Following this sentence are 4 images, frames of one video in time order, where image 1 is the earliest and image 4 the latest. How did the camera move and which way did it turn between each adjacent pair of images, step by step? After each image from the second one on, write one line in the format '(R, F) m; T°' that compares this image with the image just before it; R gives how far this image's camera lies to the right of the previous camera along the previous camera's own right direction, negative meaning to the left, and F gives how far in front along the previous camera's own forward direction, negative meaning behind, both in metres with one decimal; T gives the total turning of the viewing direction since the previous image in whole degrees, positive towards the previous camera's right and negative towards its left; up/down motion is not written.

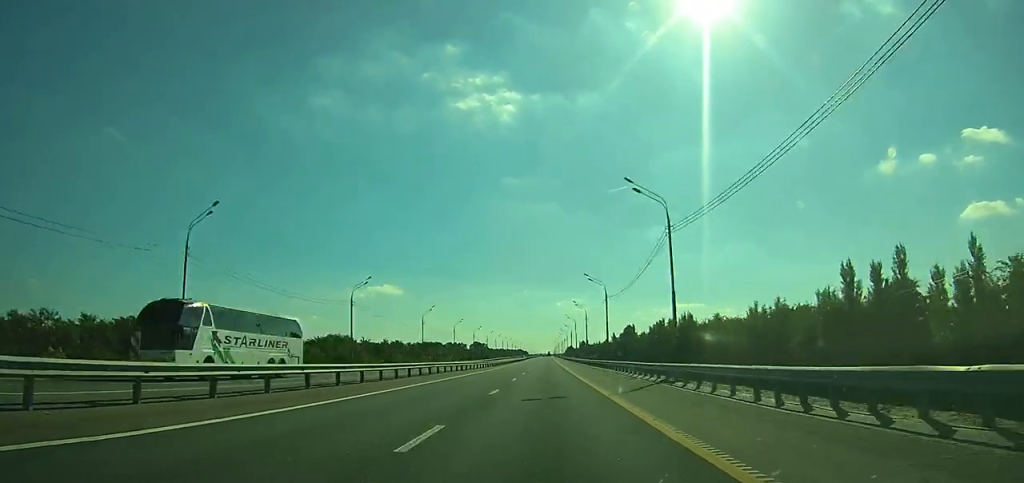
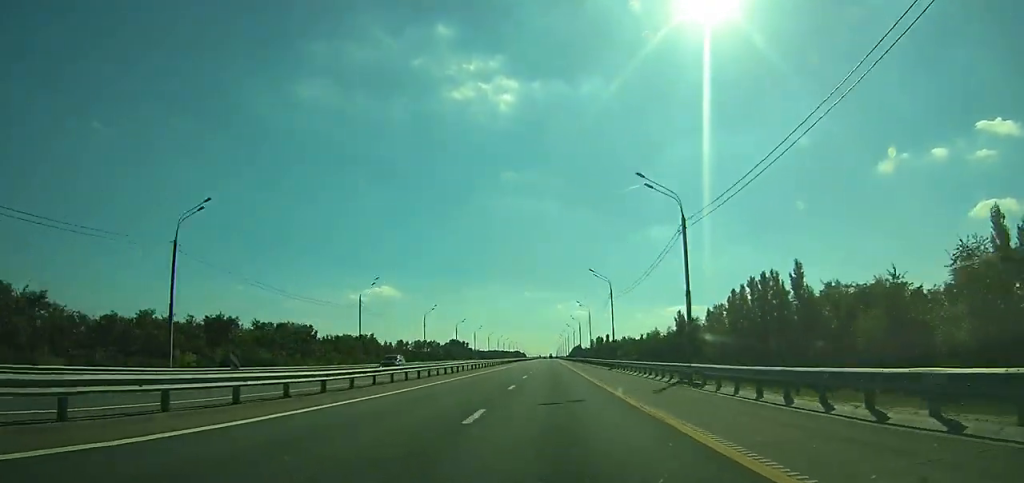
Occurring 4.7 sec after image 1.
(-0.1, +152.8) m; 0°
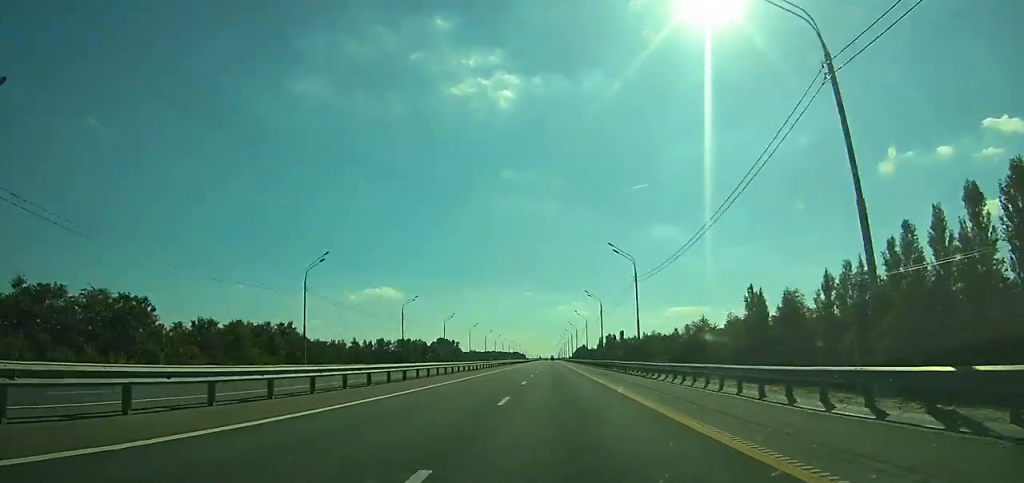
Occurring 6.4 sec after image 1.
(0.0, +53.8) m; 0°
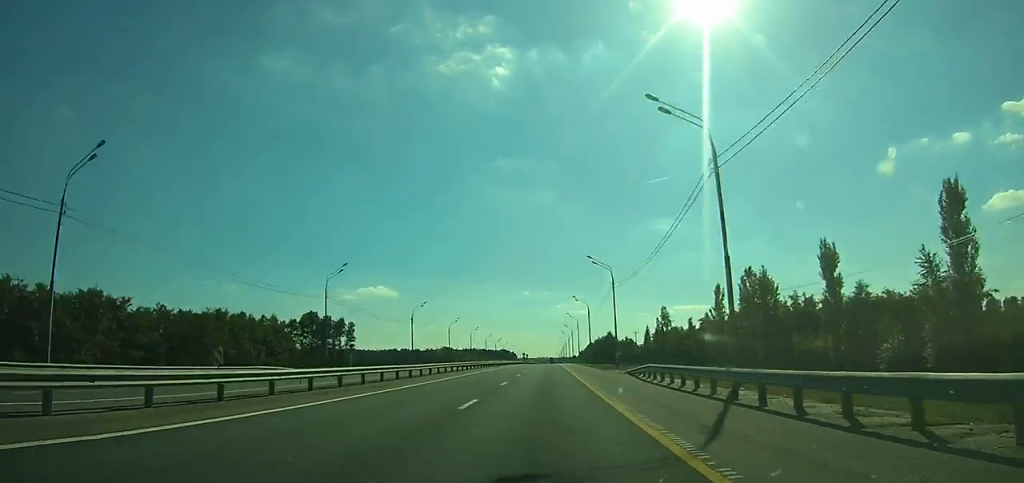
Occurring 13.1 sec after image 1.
(-0.2, +216.0) m; 0°
